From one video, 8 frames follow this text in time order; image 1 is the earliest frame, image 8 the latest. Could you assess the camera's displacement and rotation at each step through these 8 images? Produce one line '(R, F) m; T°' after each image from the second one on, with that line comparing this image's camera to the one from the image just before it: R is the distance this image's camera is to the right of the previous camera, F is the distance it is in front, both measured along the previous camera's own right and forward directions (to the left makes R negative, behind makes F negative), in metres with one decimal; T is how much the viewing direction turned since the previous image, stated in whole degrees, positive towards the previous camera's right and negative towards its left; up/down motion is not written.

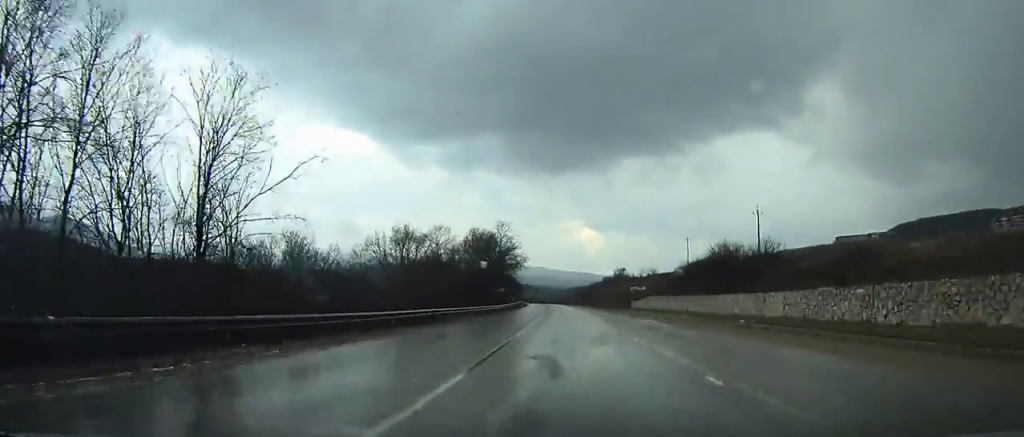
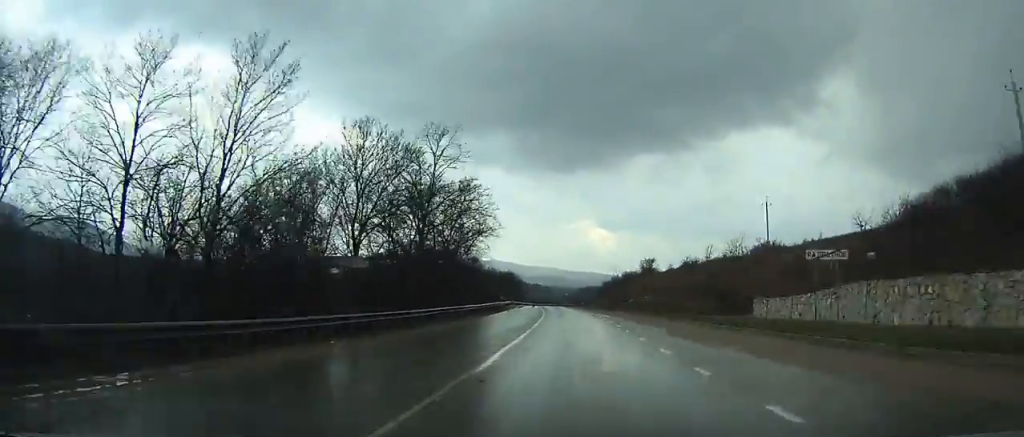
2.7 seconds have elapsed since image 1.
(-0.7, +54.7) m; -1°
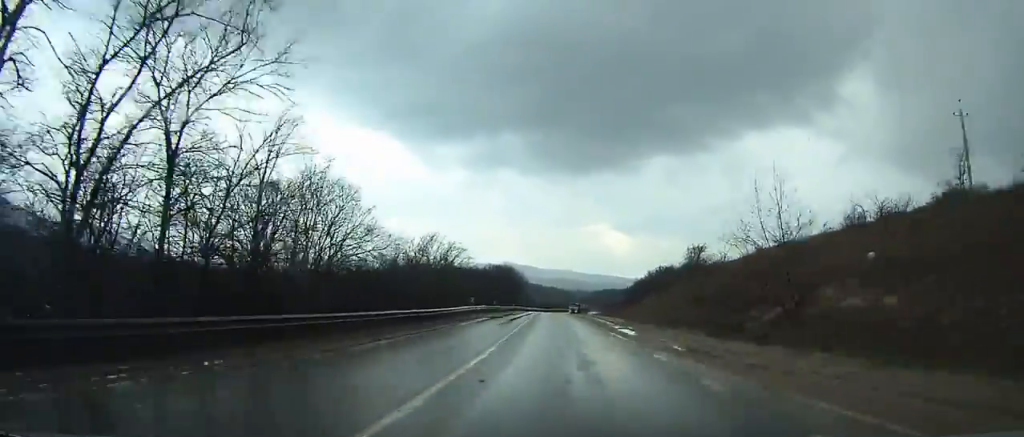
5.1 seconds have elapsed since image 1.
(-0.5, +49.0) m; -1°
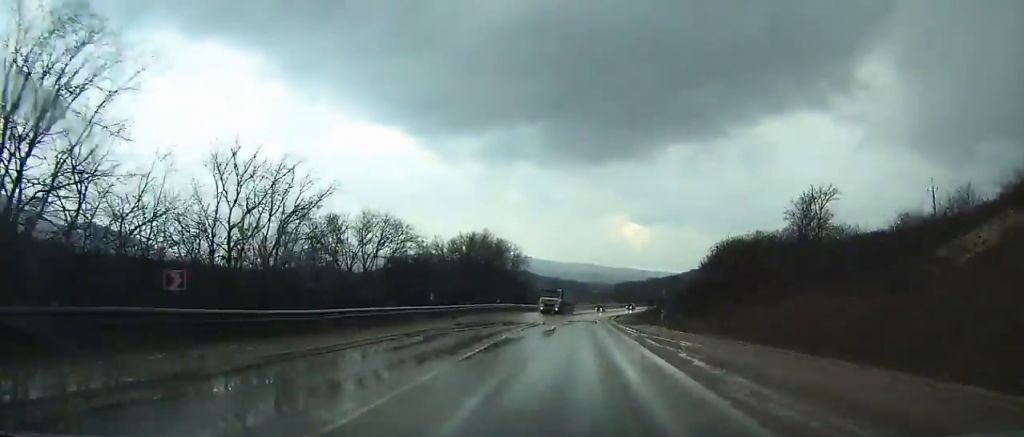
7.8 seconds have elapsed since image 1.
(-0.7, +54.9) m; +1°
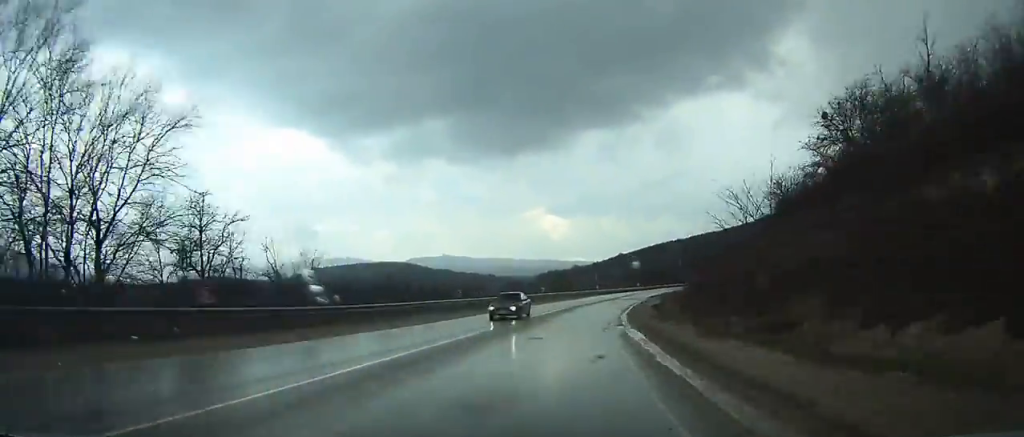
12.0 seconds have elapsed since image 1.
(+5.4, +83.6) m; +9°
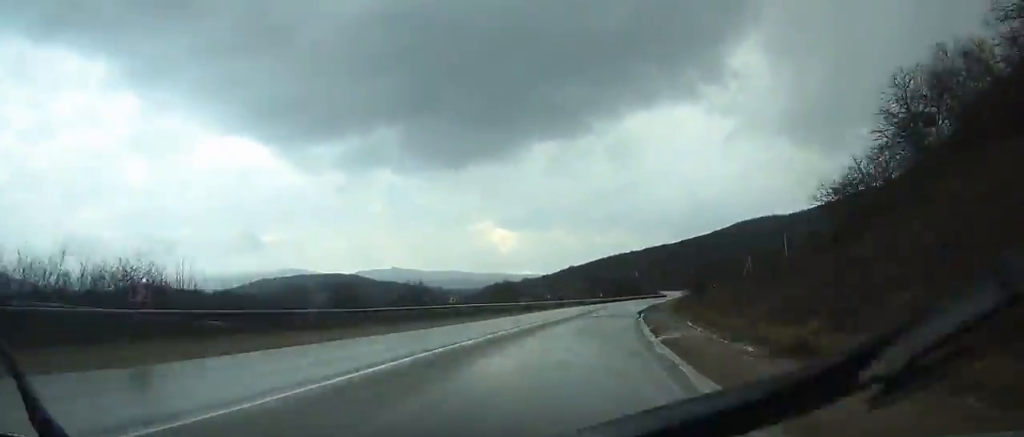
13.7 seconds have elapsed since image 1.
(0.0, +33.7) m; +5°
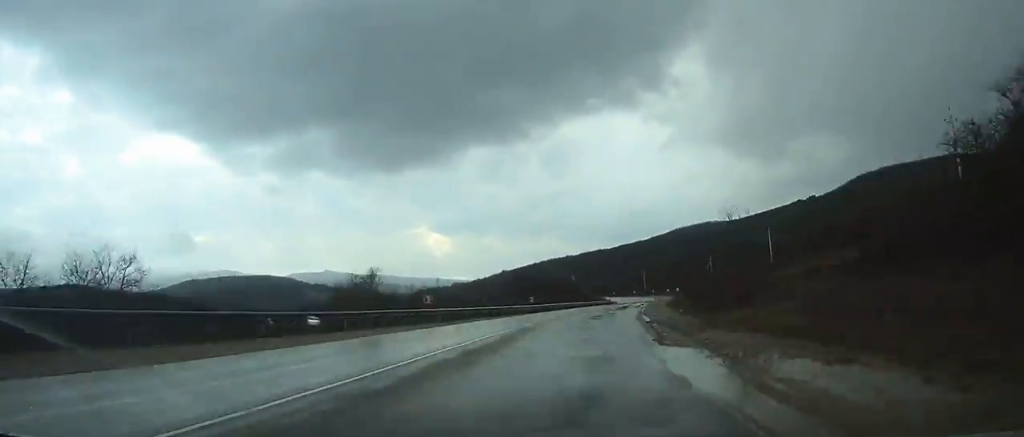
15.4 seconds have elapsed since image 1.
(+3.1, +34.0) m; +5°
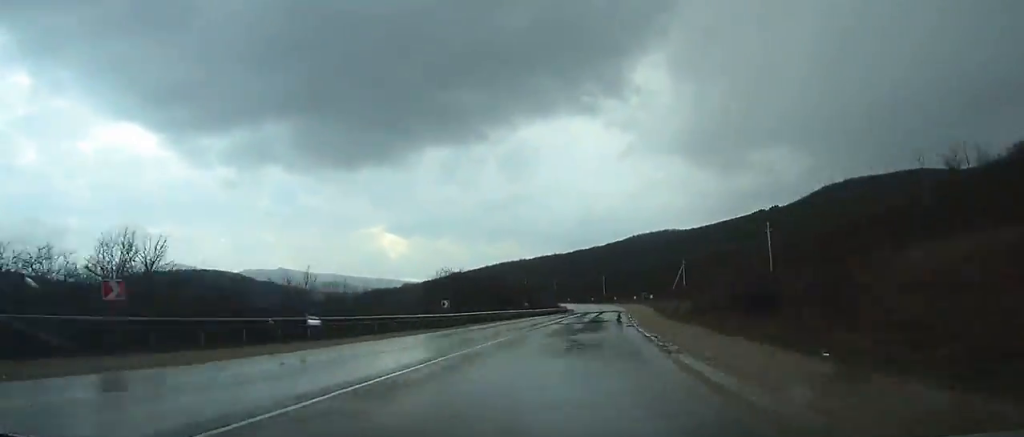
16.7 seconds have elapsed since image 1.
(+0.4, +26.1) m; +3°
